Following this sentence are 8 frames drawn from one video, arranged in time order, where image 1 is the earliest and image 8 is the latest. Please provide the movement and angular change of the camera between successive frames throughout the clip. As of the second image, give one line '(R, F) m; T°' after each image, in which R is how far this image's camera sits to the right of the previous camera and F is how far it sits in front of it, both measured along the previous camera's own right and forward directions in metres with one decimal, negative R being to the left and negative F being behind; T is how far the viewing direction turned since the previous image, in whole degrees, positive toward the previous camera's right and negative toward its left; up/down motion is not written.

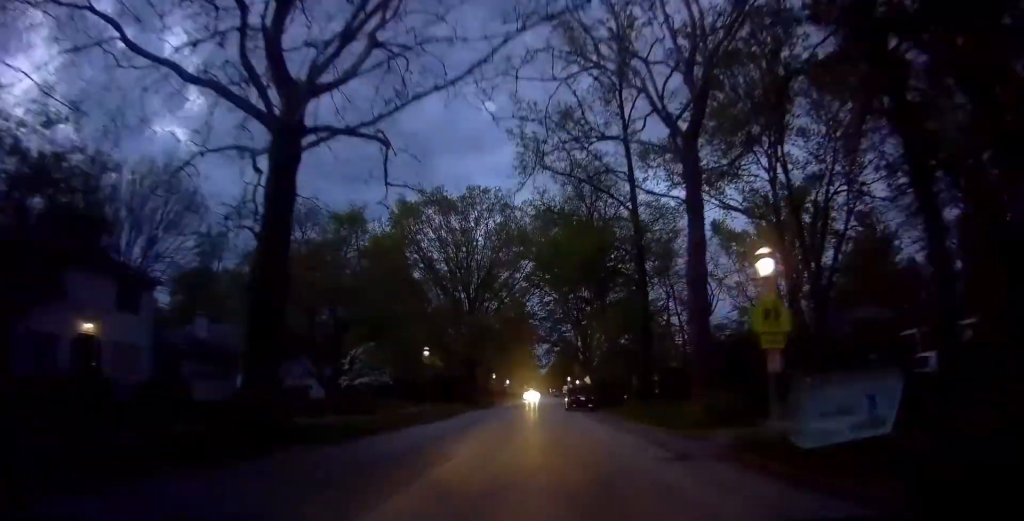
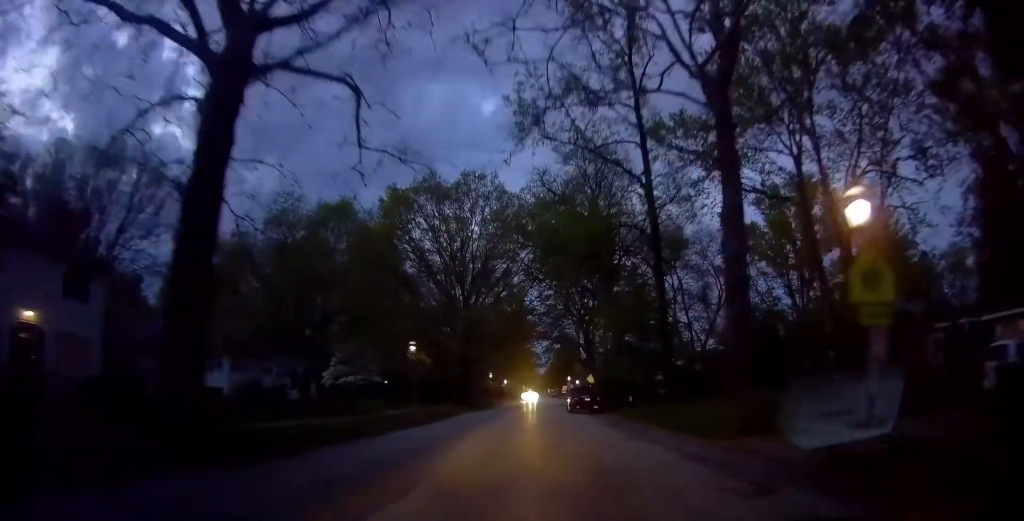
(0.0, +3.7) m; -1°
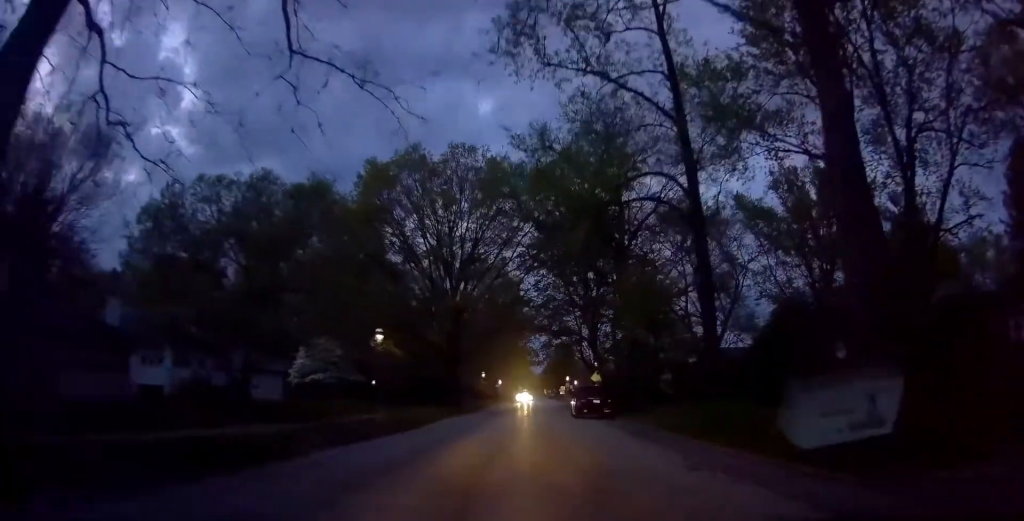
(0.0, +5.9) m; -2°
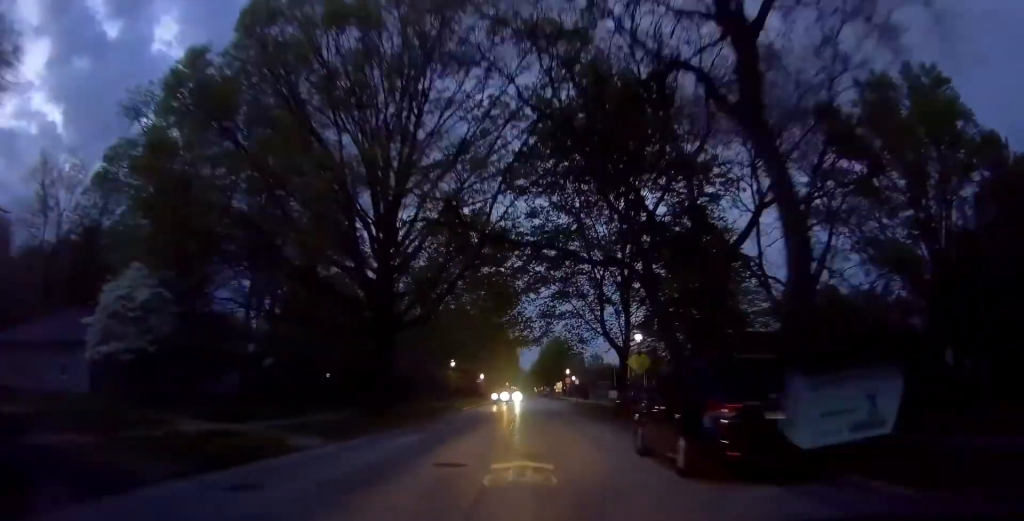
(+0.3, +20.4) m; +7°
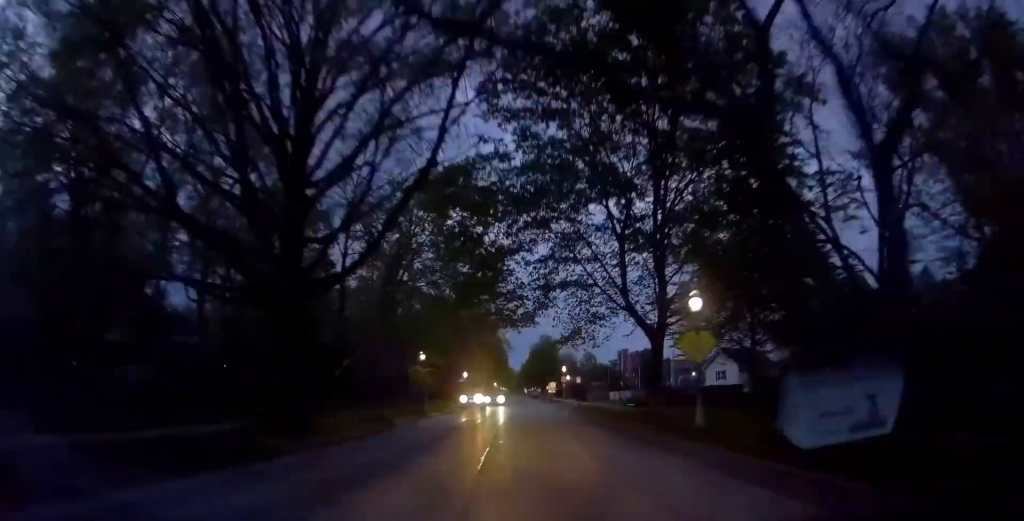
(+0.5, +10.3) m; 0°
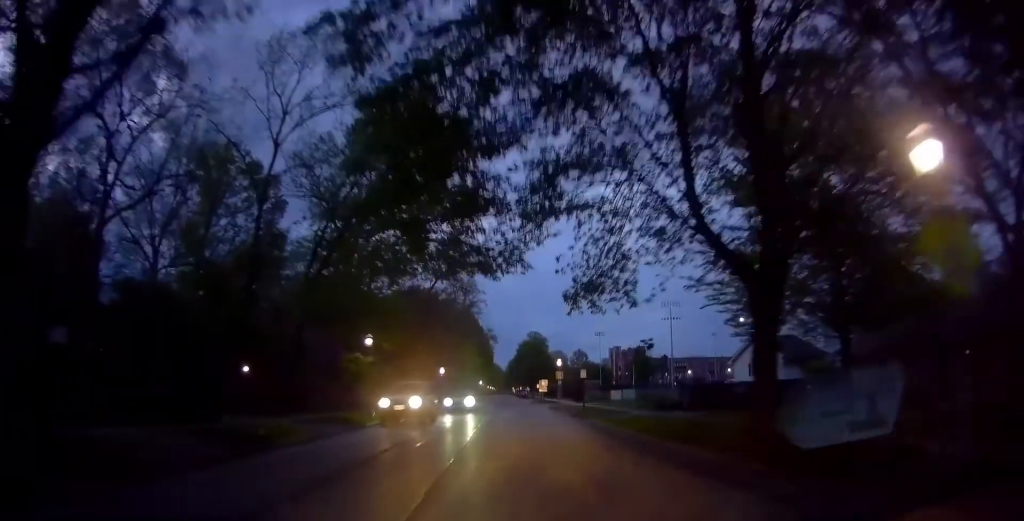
(-0.5, +10.9) m; -3°
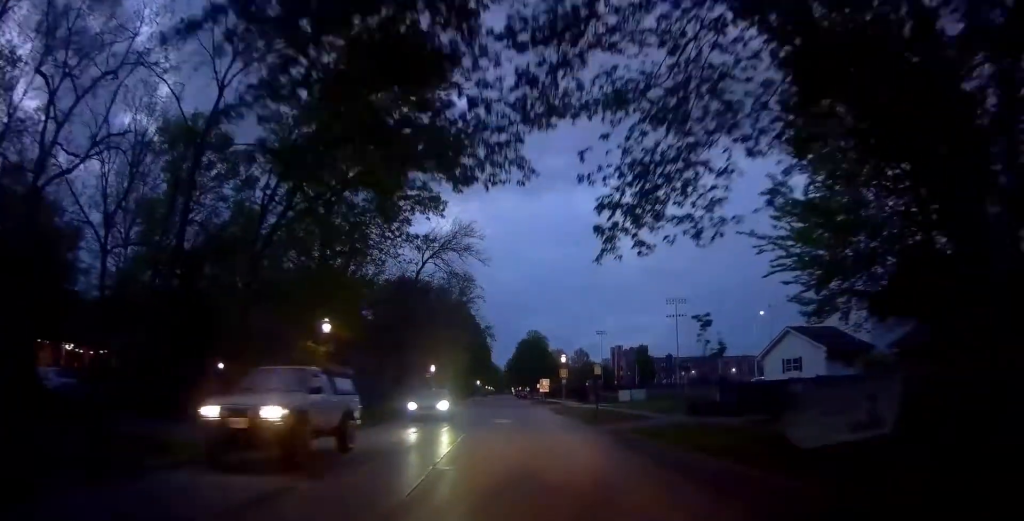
(0.0, +6.2) m; 0°
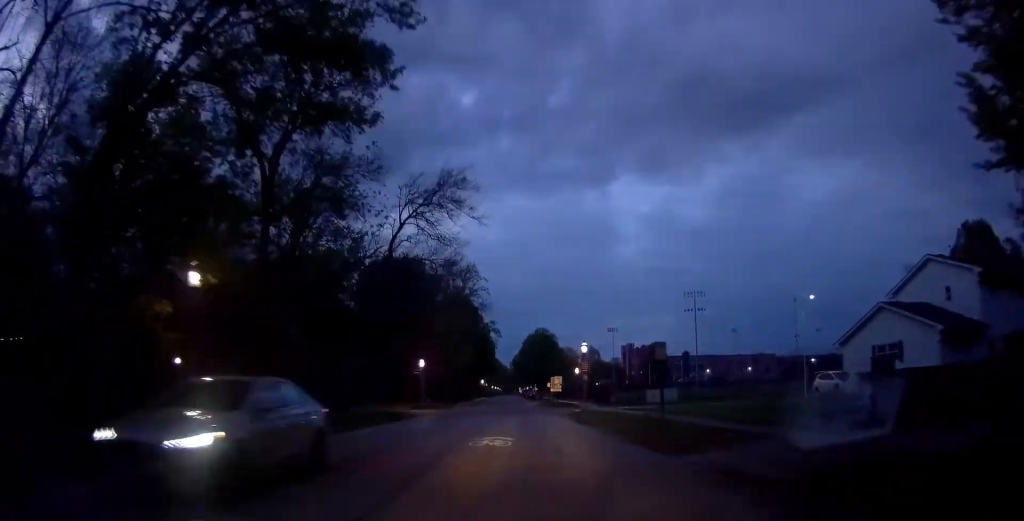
(0.0, +9.9) m; +2°
